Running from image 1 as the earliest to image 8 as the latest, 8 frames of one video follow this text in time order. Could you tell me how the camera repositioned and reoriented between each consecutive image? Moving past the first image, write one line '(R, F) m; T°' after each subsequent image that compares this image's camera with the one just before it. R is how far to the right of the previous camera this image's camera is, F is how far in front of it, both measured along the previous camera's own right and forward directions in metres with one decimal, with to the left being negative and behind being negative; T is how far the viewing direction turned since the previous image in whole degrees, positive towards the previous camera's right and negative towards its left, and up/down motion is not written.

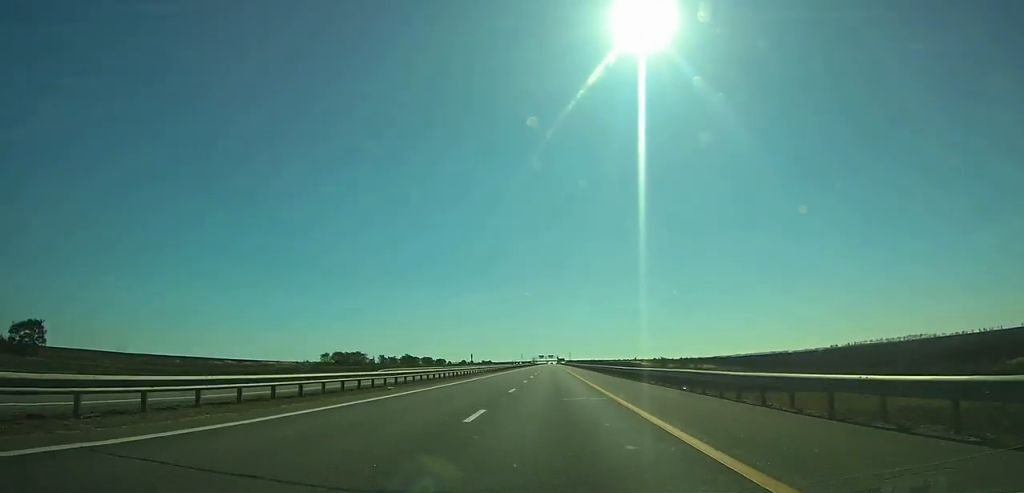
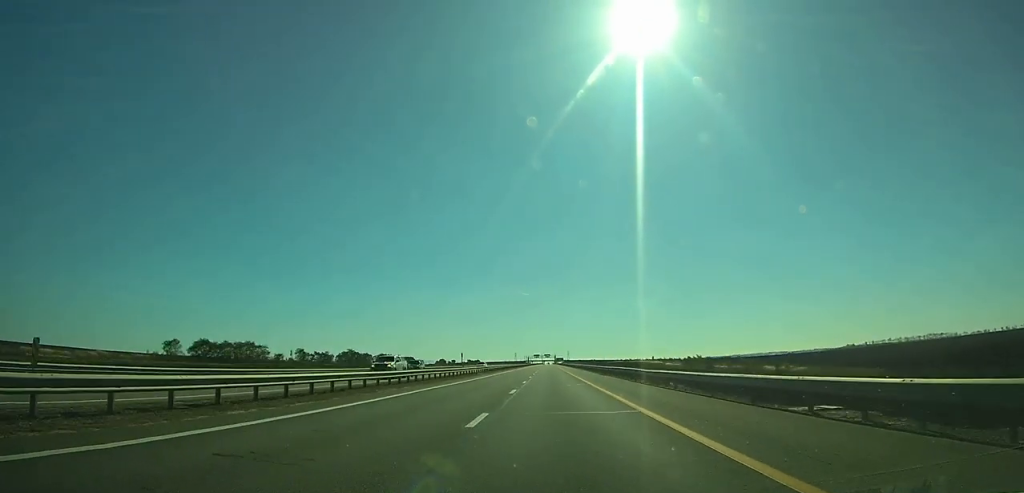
(-0.5, +85.3) m; 0°
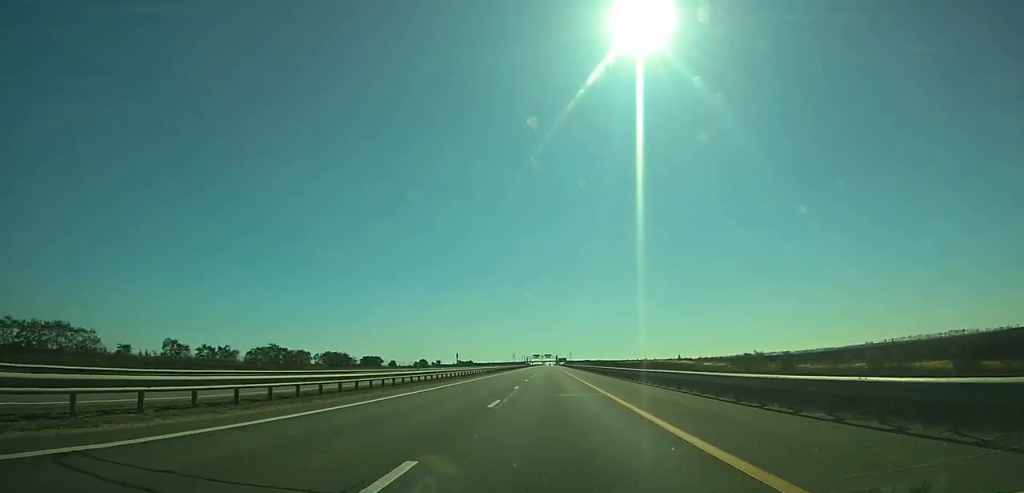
(0.0, +67.0) m; 0°
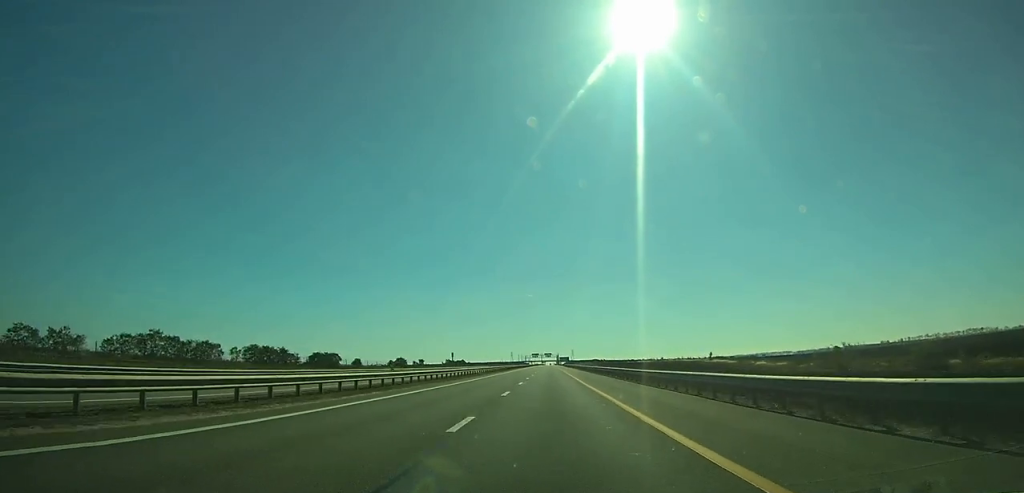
(0.0, +53.7) m; 0°
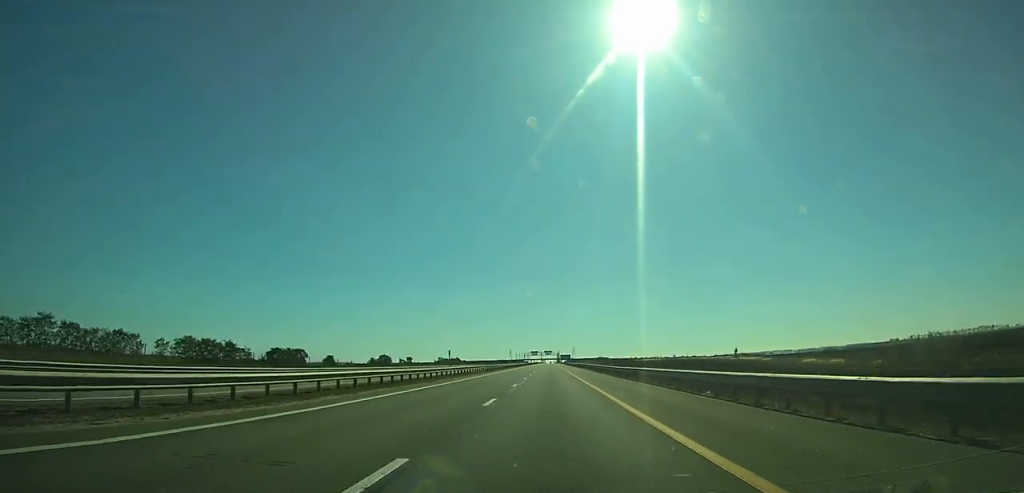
(0.0, +30.0) m; 0°
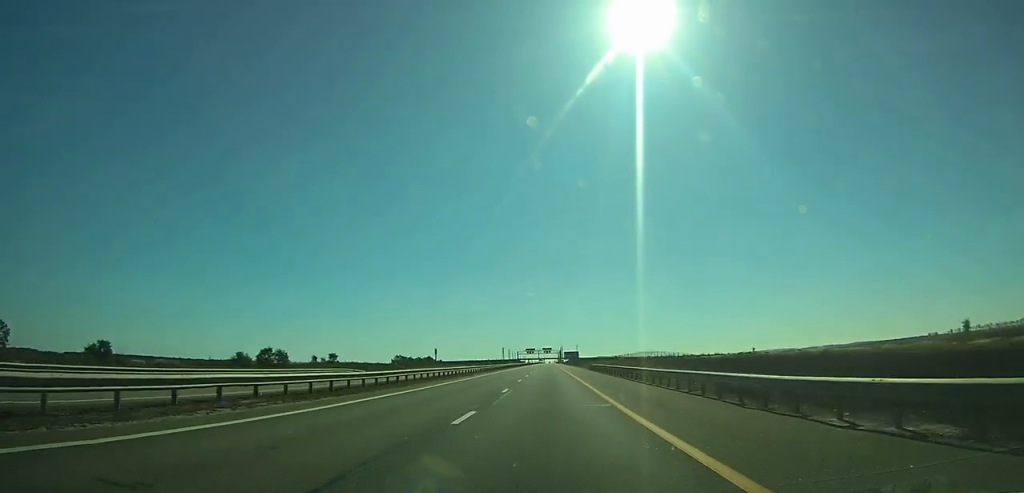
(+0.3, +111.6) m; 0°
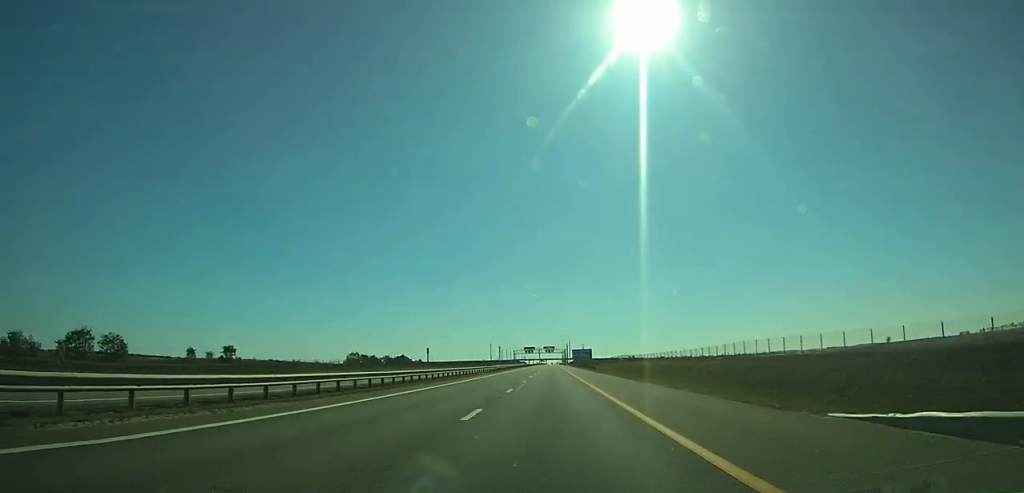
(0.0, +71.2) m; 0°
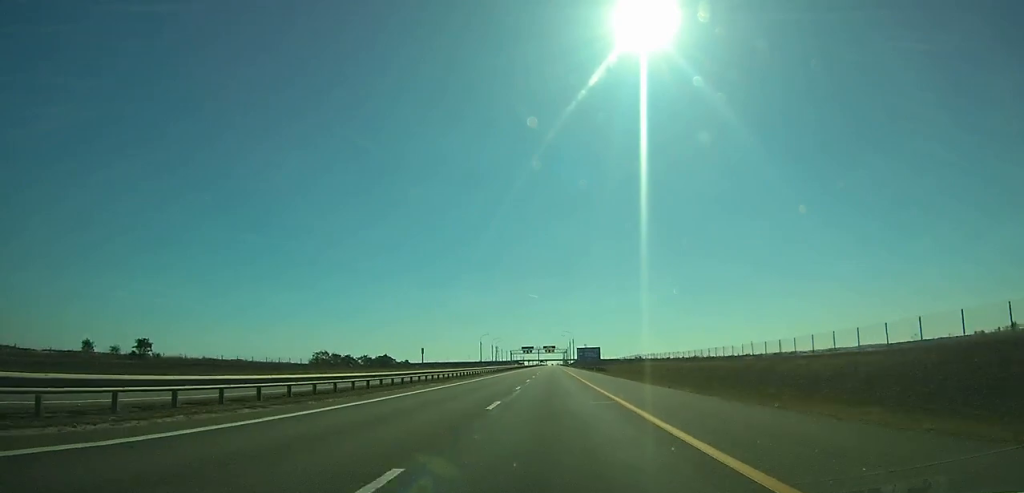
(0.0, +32.5) m; 0°
